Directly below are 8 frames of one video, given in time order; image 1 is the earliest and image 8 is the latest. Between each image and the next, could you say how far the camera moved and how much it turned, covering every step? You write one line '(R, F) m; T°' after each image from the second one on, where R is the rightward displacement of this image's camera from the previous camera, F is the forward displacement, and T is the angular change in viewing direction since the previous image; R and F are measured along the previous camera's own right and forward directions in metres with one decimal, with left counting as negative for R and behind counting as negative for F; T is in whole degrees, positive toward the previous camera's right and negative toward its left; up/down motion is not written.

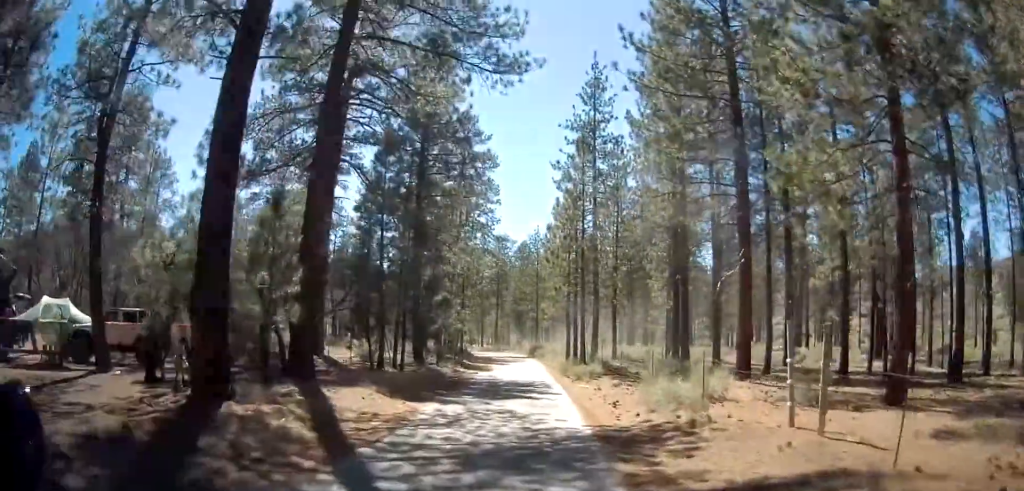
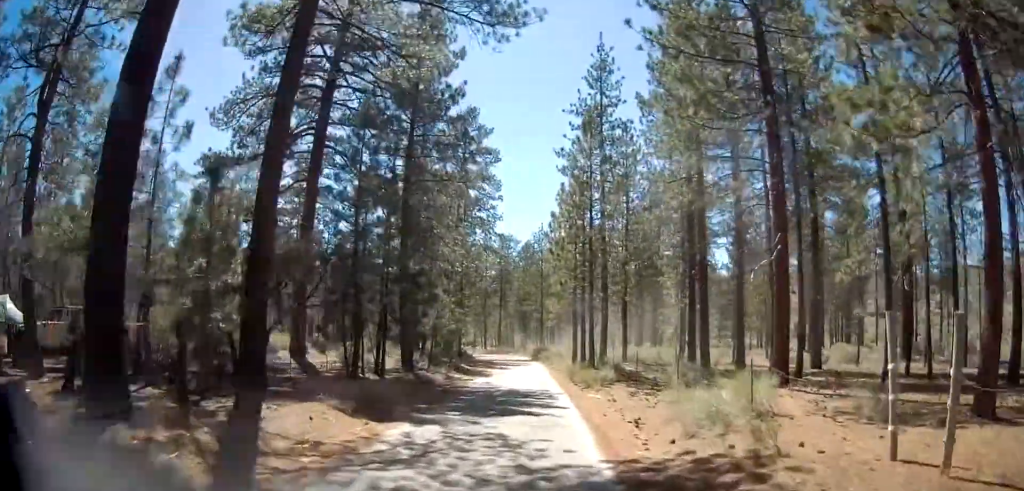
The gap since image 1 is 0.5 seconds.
(0.0, +3.5) m; -1°
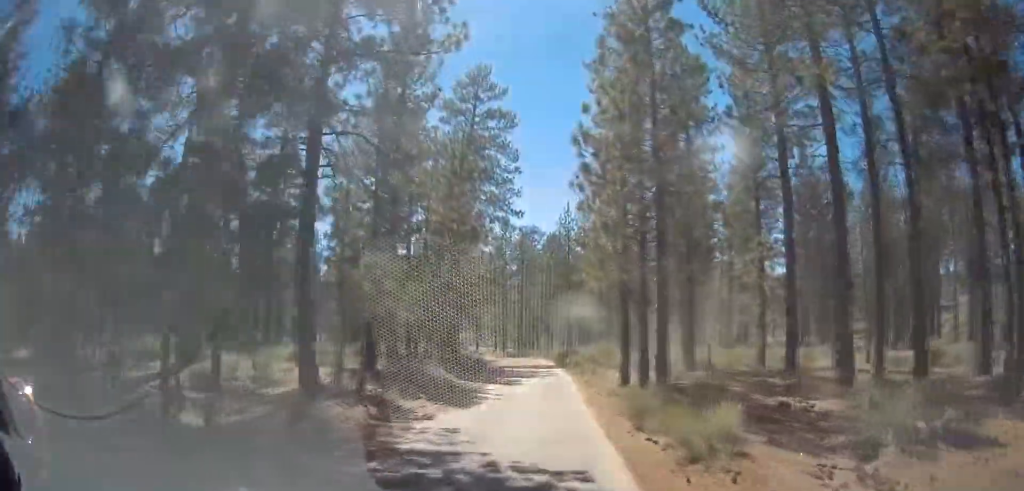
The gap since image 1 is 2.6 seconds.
(-0.9, +13.5) m; -6°
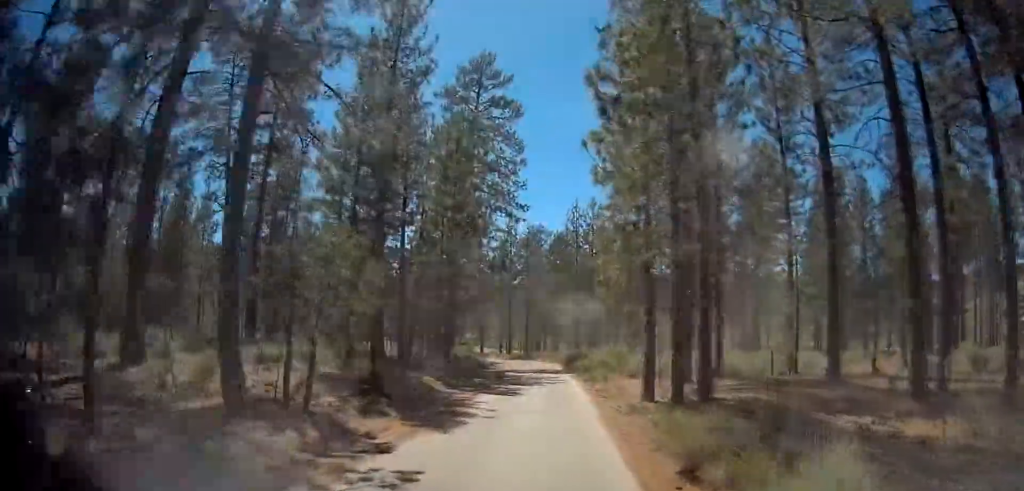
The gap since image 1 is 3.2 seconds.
(-0.1, +3.9) m; 0°
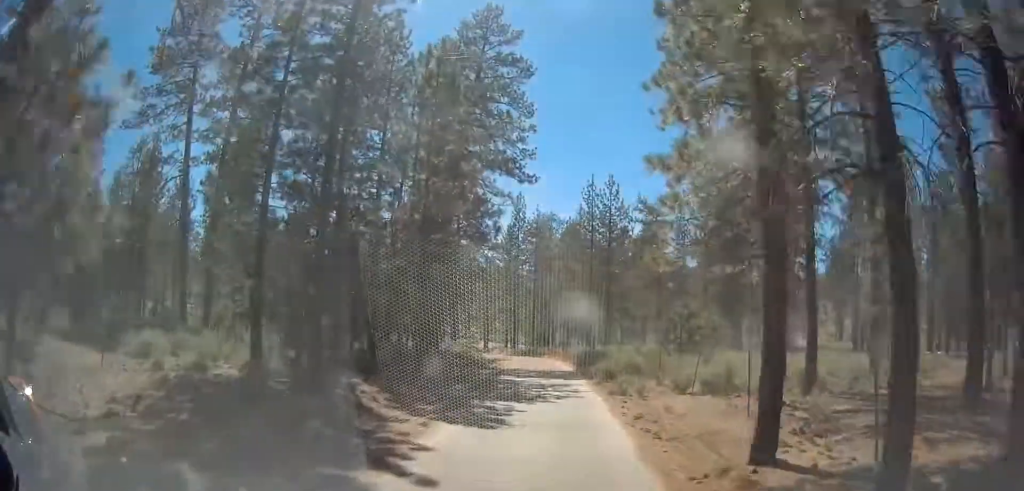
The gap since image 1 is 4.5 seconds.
(0.0, +8.4) m; -1°
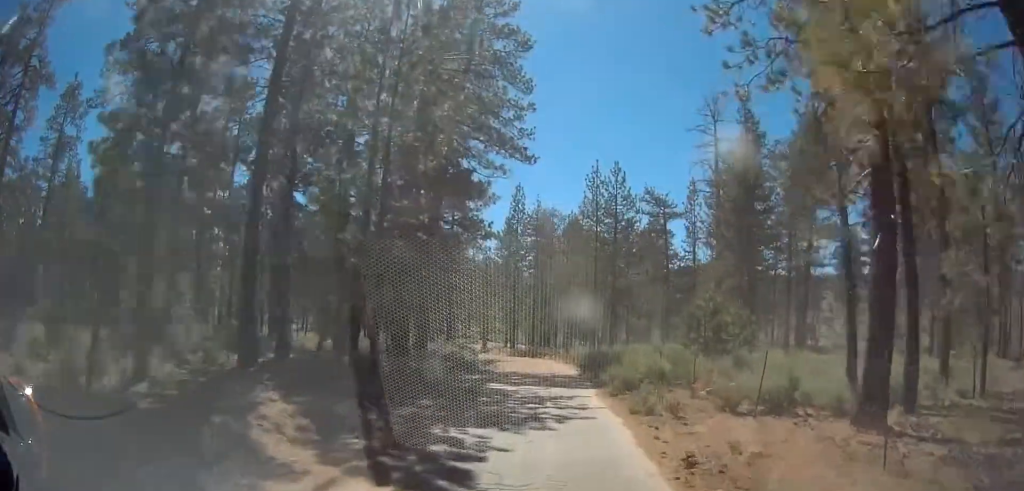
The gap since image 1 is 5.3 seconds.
(-0.1, +5.2) m; -1°
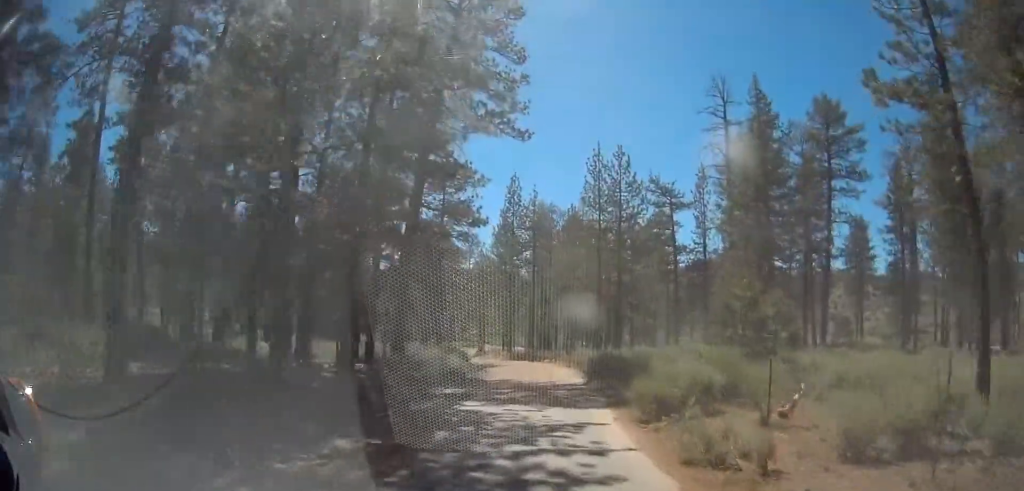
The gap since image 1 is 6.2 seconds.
(0.0, +5.9) m; +1°
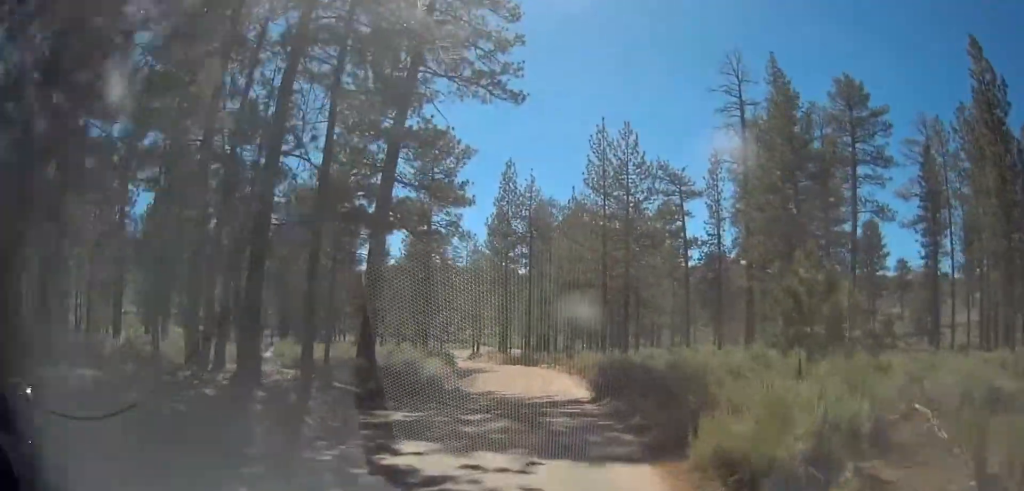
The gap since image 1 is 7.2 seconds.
(+0.1, +6.4) m; +5°
